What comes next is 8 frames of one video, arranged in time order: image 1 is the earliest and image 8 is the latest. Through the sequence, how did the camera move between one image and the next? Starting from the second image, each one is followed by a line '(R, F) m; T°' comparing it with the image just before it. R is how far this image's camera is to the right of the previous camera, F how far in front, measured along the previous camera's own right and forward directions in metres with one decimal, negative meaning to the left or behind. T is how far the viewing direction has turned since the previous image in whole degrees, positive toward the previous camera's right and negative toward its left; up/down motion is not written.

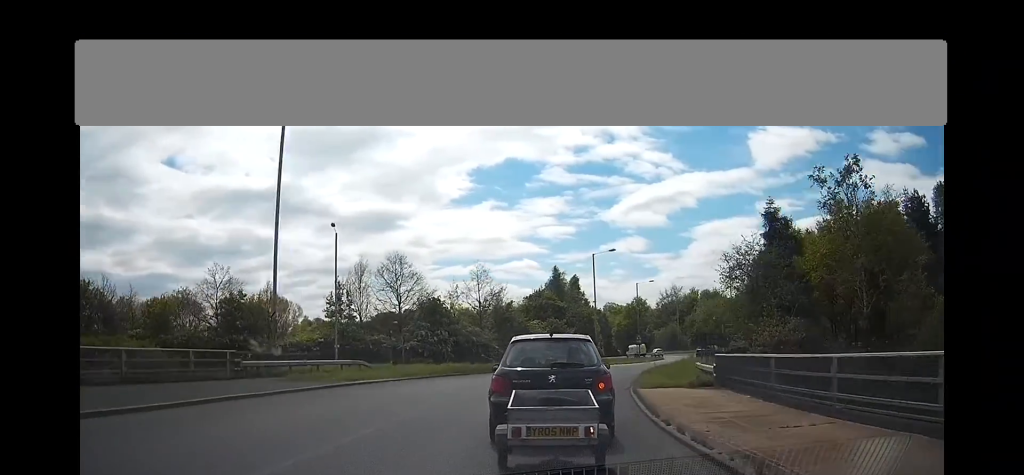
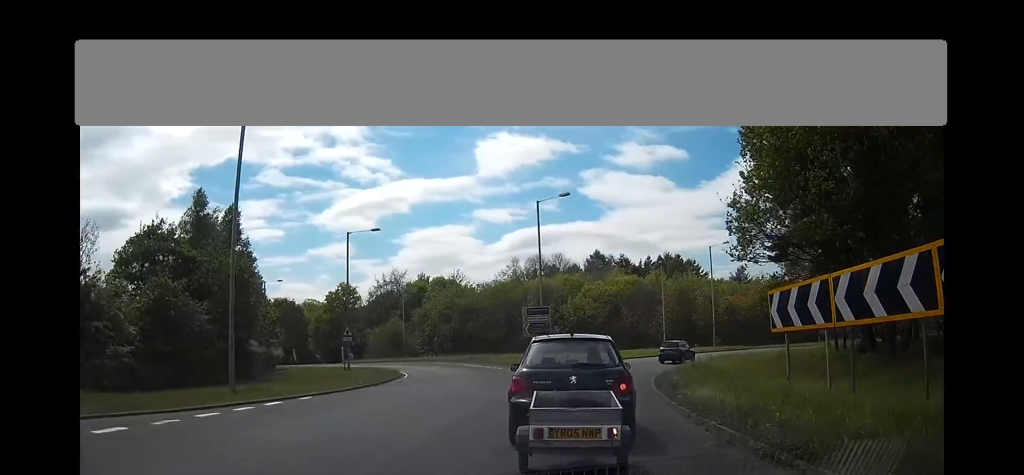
(+10.4, +43.8) m; +25°
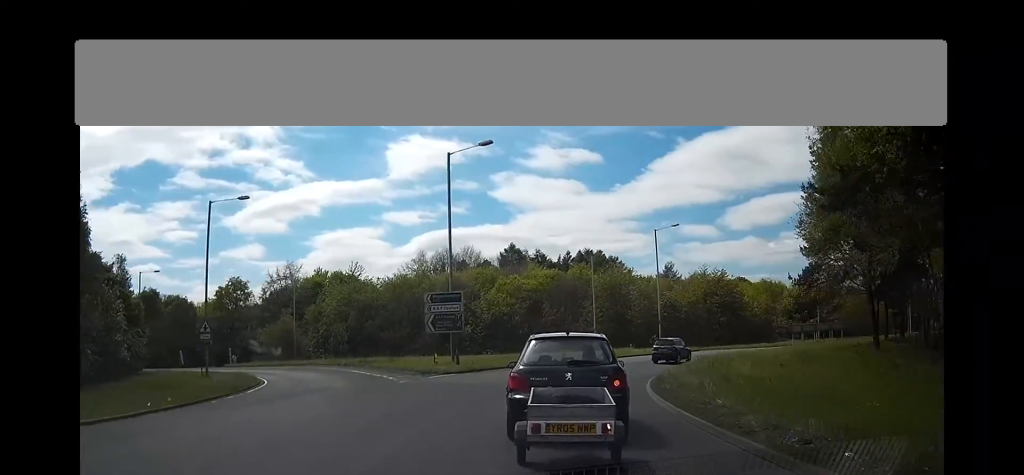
(+0.6, +12.4) m; +6°
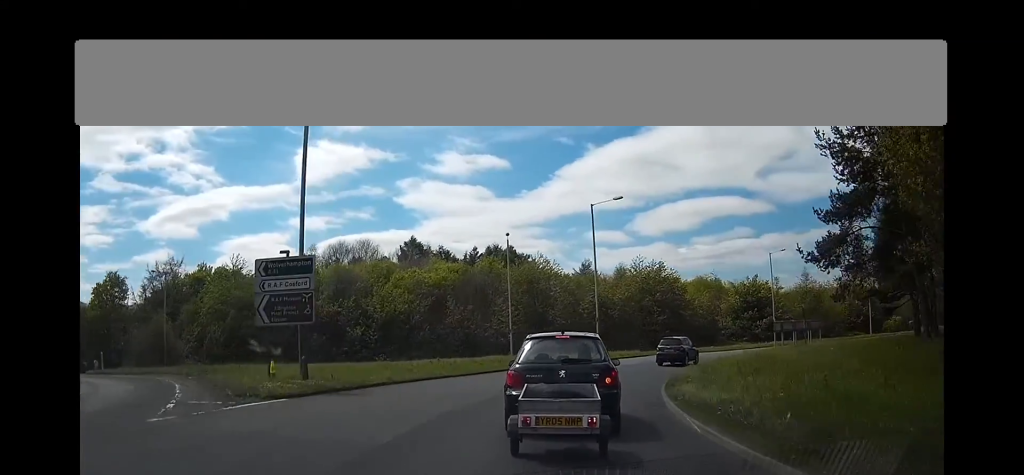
(+0.5, +13.4) m; +7°
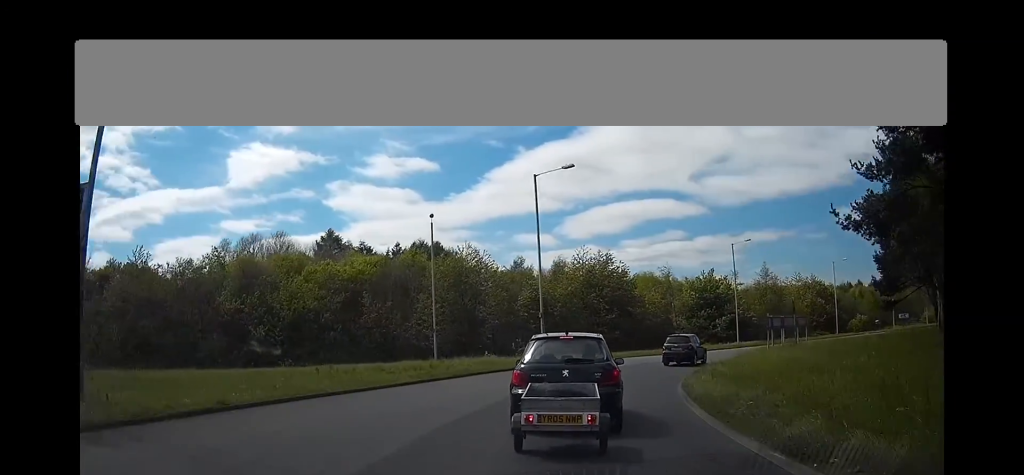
(+0.8, +9.5) m; +7°
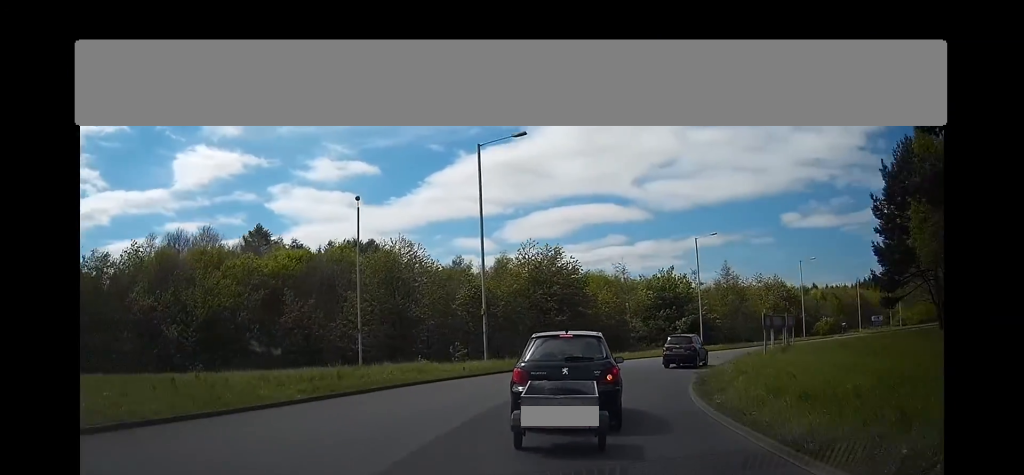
(-0.1, +7.2) m; +5°
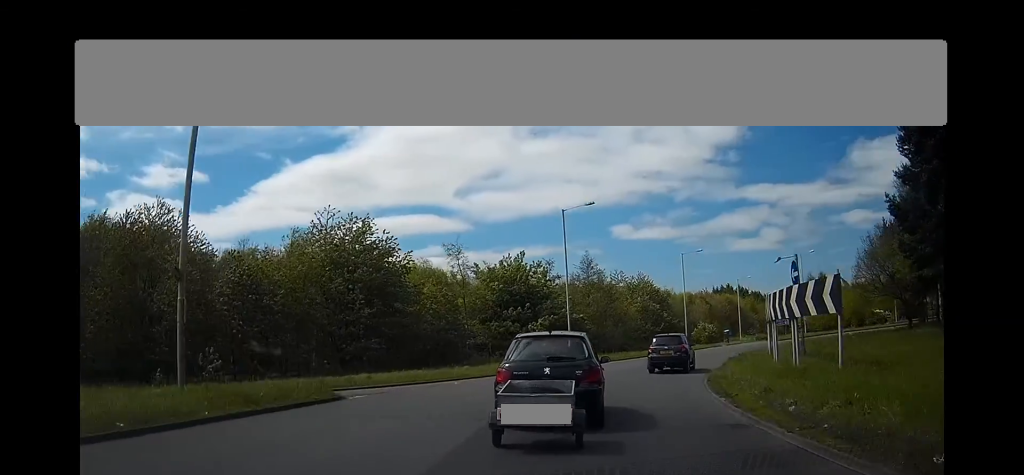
(+2.5, +19.2) m; +17°
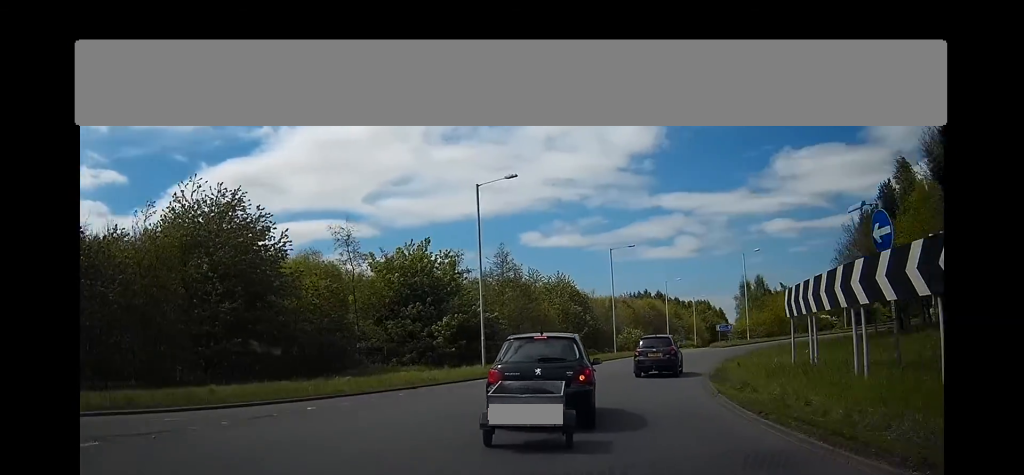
(+1.5, +9.5) m; +10°
